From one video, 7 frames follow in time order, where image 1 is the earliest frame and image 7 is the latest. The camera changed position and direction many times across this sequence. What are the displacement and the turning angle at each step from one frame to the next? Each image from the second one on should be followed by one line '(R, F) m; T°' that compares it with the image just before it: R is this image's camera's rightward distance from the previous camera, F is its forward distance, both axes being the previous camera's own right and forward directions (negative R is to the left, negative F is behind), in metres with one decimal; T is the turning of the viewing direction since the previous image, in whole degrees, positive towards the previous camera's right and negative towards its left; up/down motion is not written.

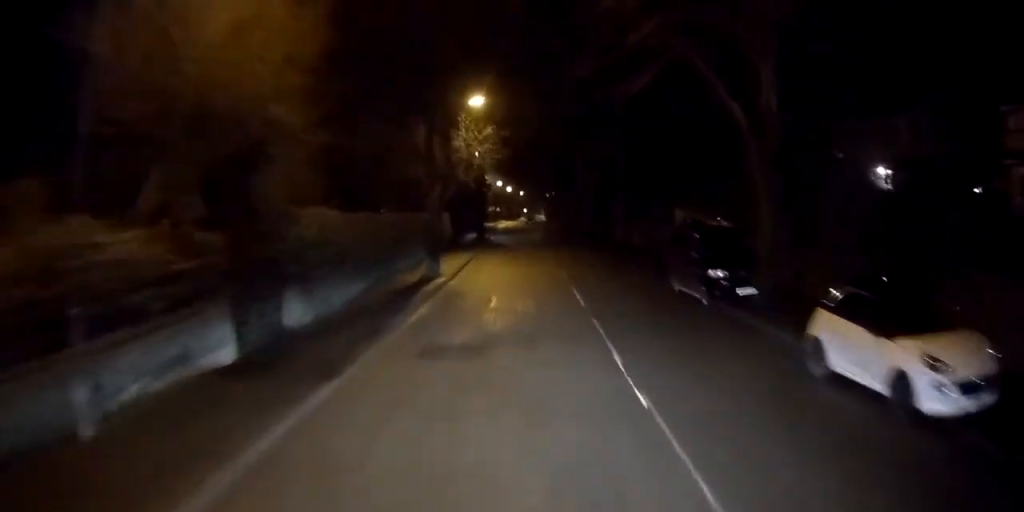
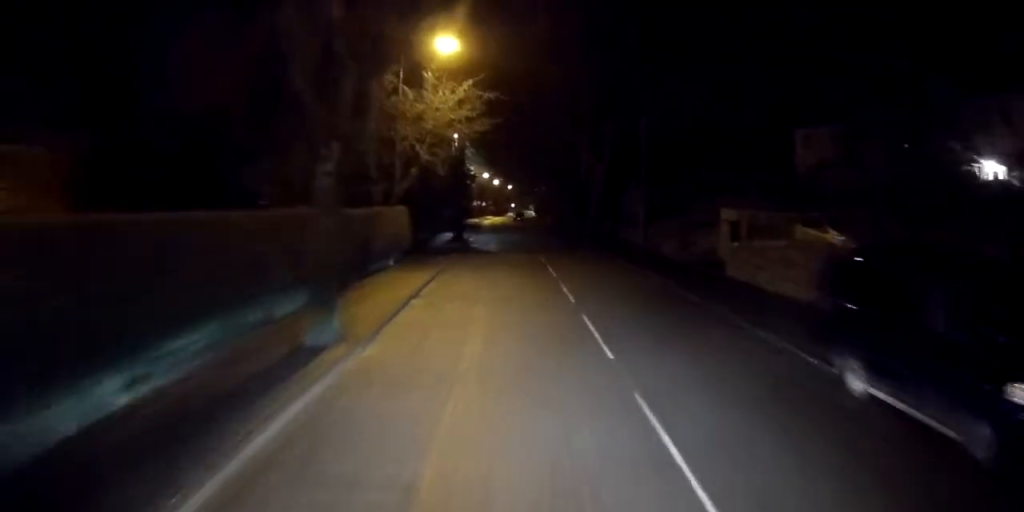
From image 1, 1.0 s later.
(+0.1, +12.4) m; 0°
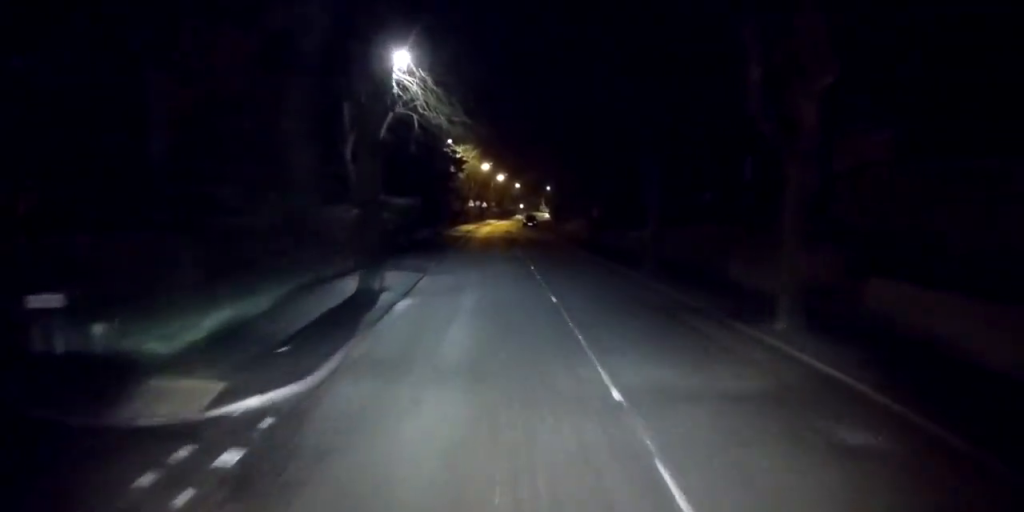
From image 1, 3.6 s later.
(-0.3, +32.5) m; -1°
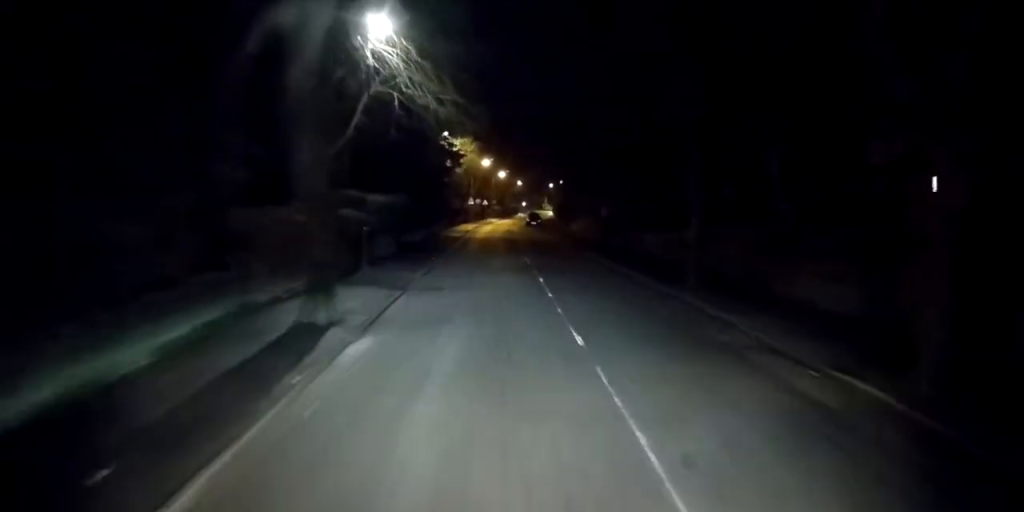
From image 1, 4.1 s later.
(0.0, +5.3) m; 0°
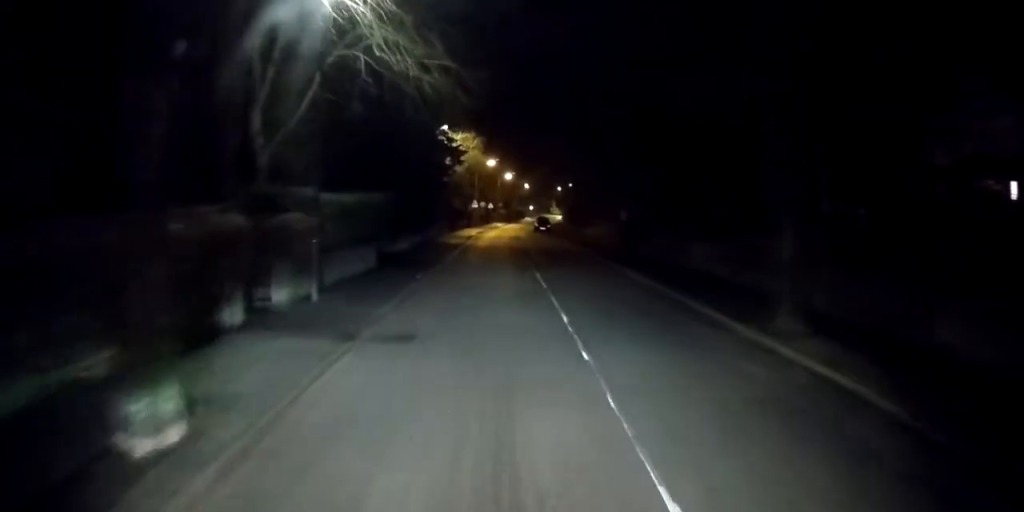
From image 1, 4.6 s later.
(0.0, +6.5) m; 0°
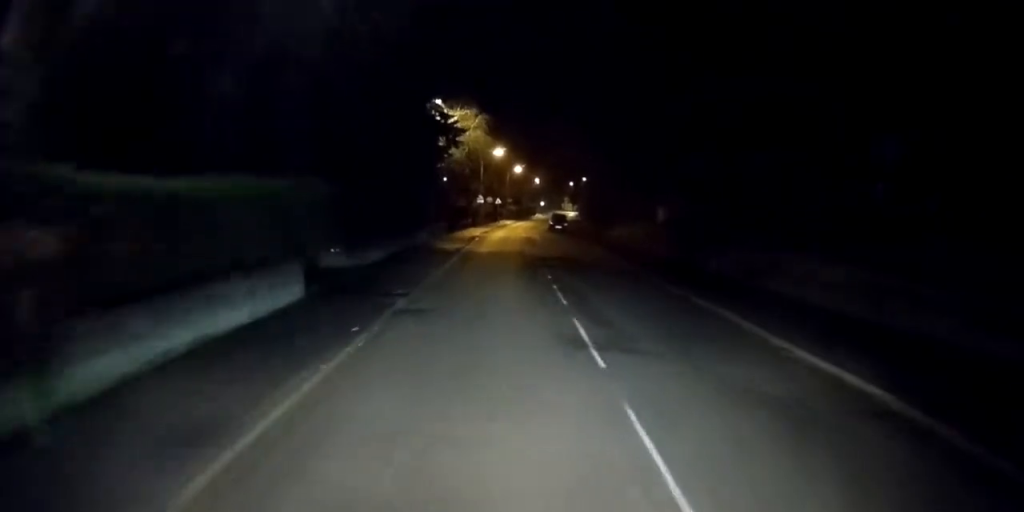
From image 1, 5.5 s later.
(-0.1, +10.6) m; -1°
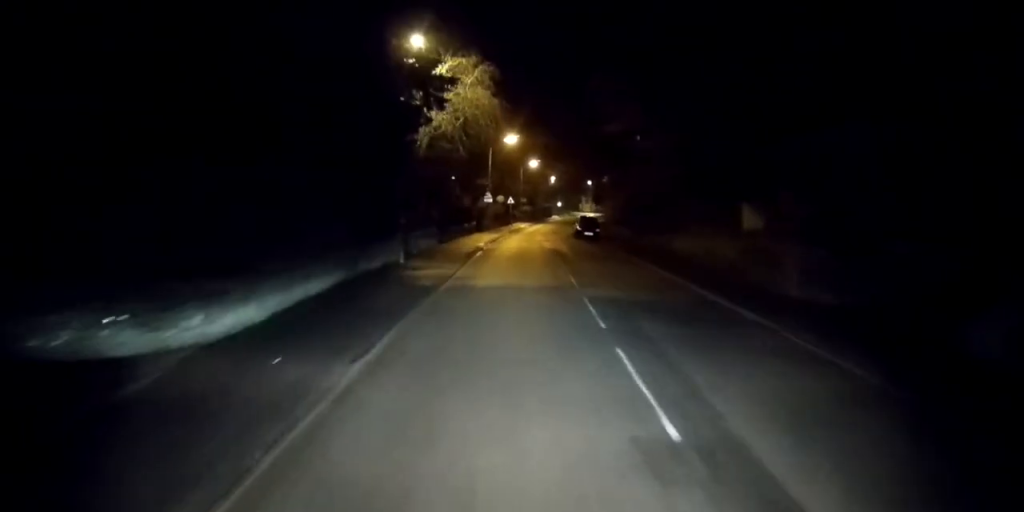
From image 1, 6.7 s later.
(0.0, +15.0) m; 0°
